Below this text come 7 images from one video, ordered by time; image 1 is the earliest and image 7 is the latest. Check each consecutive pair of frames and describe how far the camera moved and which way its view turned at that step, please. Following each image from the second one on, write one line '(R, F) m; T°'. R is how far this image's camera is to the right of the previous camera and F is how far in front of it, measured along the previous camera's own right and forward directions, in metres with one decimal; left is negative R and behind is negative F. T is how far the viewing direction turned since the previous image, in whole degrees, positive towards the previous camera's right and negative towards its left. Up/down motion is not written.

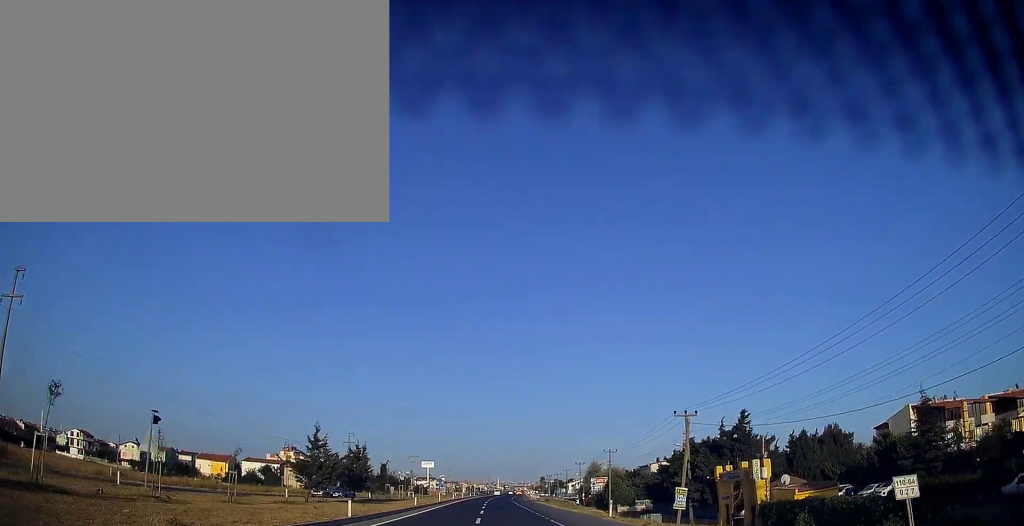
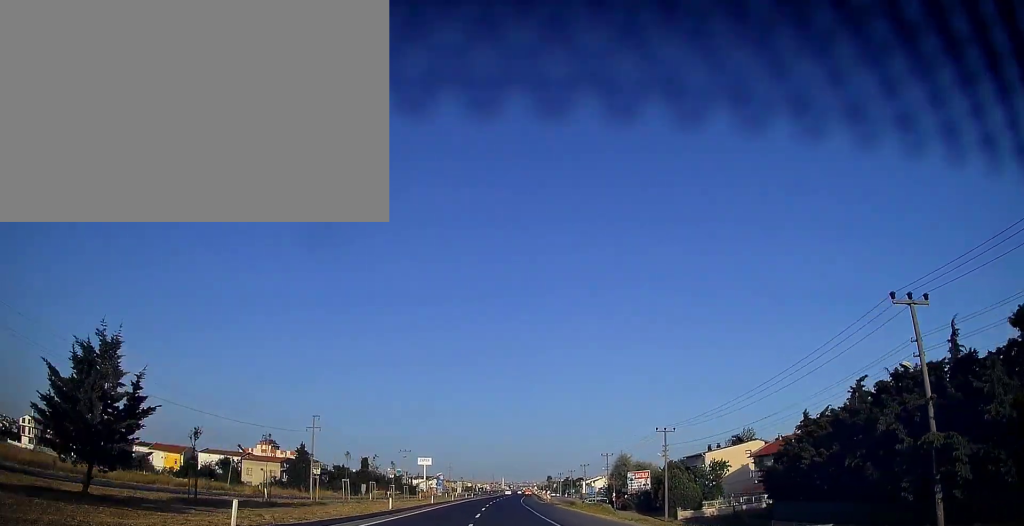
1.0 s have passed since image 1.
(-0.2, +28.9) m; 0°
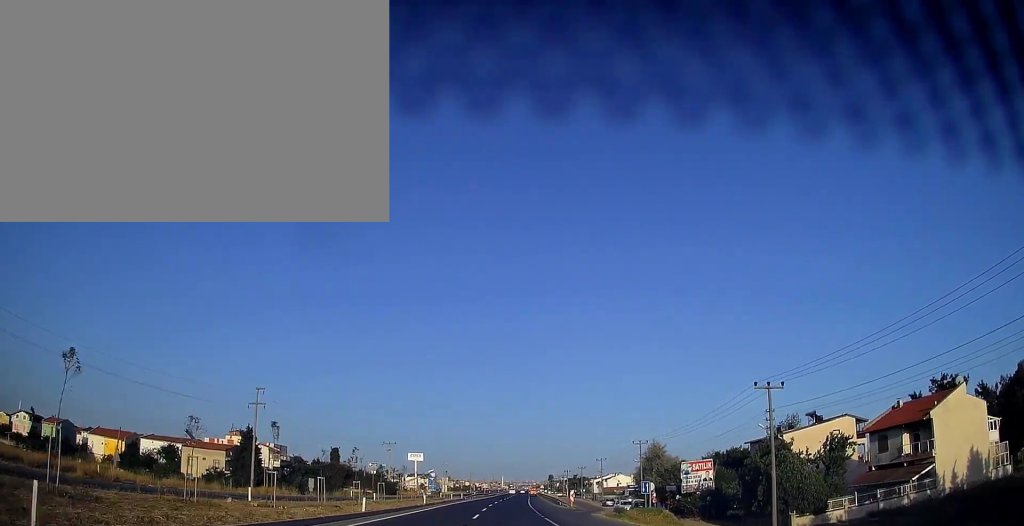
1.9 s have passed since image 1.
(+0.2, +27.1) m; 0°
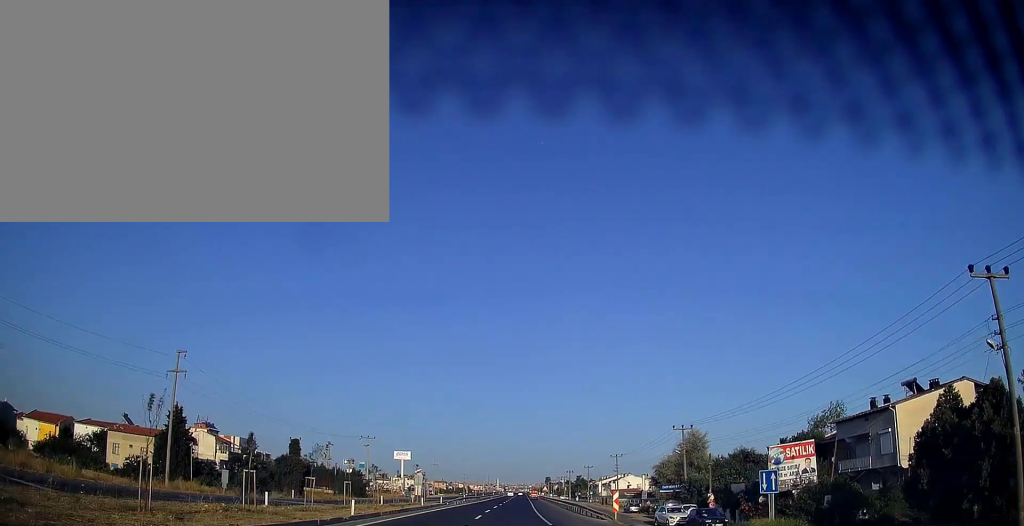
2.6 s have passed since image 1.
(0.0, +20.4) m; 0°
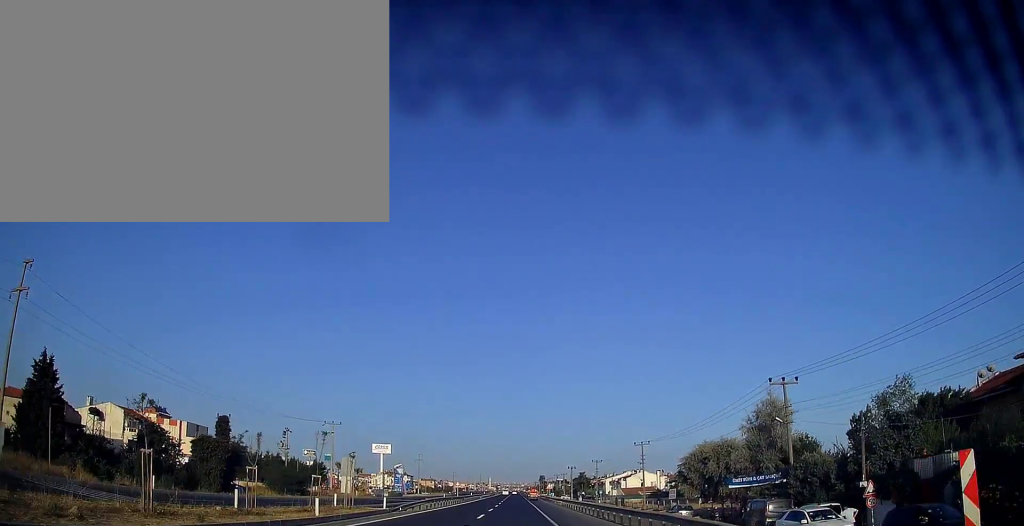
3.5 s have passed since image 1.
(-0.1, +25.5) m; +1°
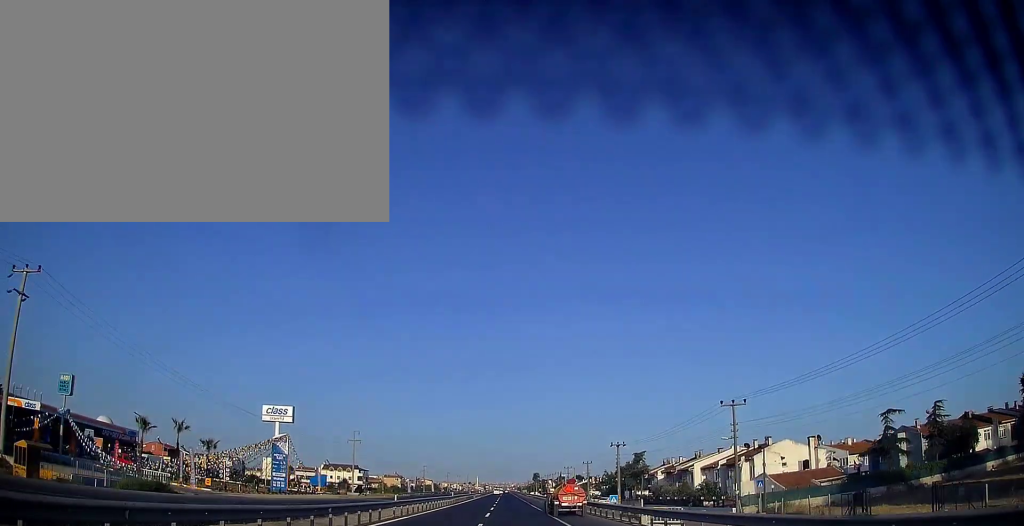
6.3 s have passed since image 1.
(+1.4, +81.5) m; +1°
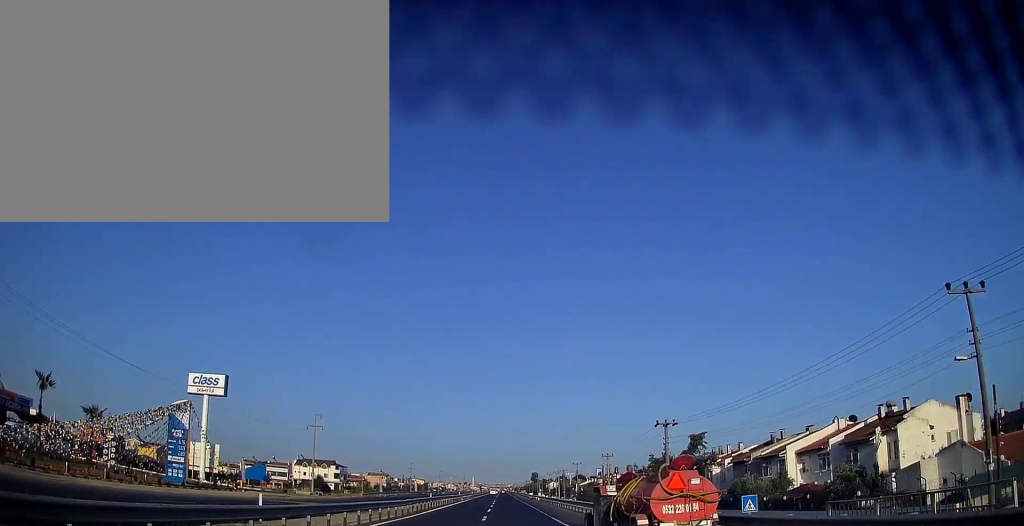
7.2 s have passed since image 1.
(0.0, +27.5) m; +1°
